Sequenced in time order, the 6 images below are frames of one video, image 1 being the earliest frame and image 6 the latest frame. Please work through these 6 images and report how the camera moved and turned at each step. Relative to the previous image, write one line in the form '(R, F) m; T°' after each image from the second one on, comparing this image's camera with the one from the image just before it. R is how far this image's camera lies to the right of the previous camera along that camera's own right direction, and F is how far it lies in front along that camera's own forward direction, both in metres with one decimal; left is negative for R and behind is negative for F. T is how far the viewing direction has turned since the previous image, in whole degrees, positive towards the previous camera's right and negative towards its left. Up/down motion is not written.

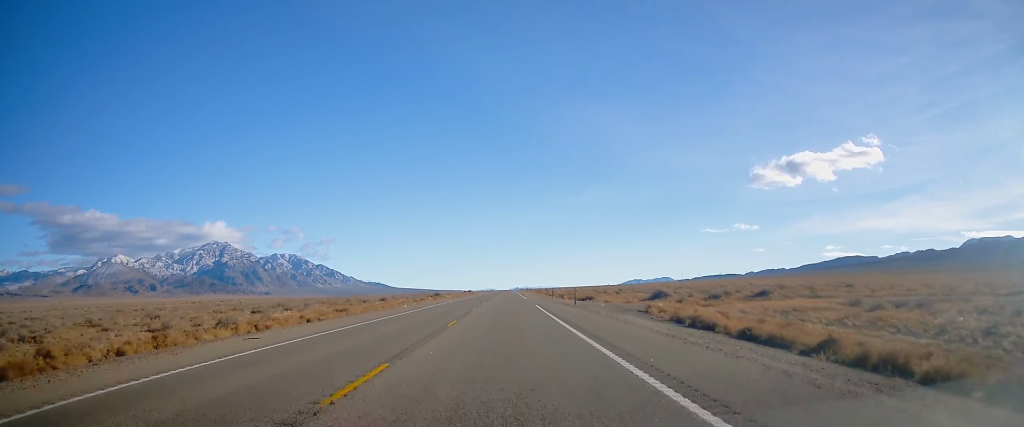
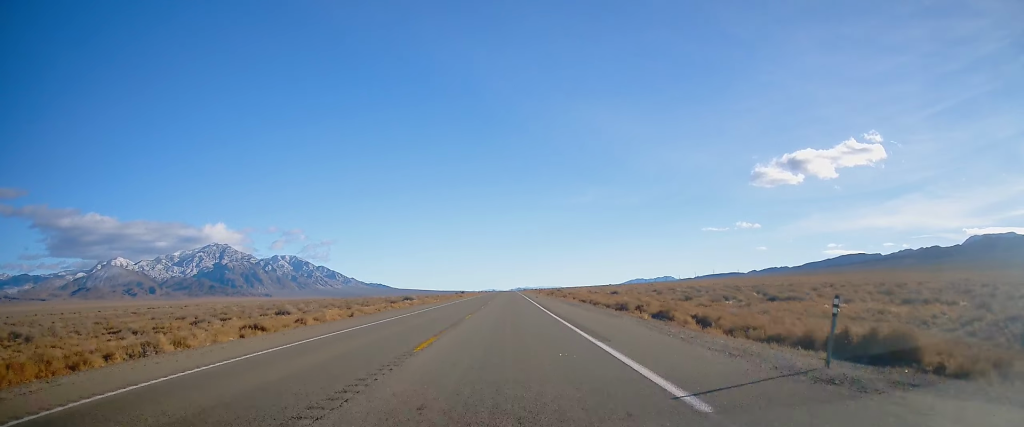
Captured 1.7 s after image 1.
(-0.2, +56.1) m; 0°
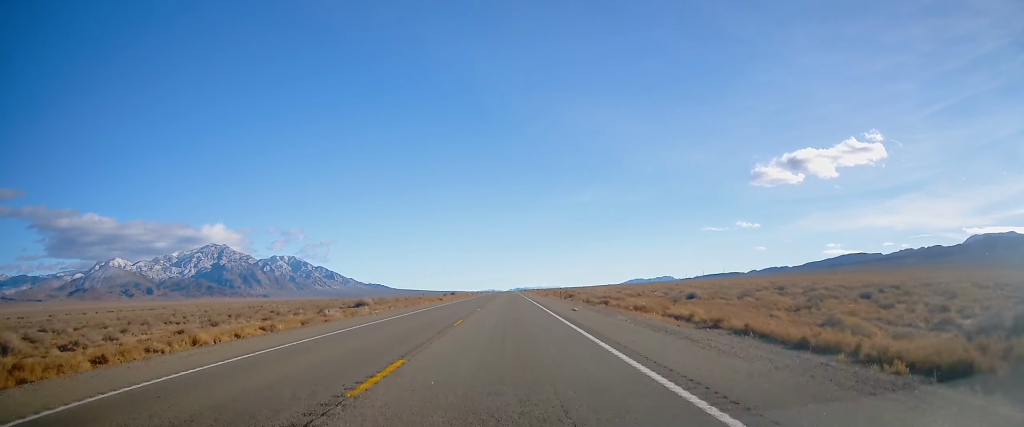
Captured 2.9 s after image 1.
(+0.1, +42.0) m; -1°
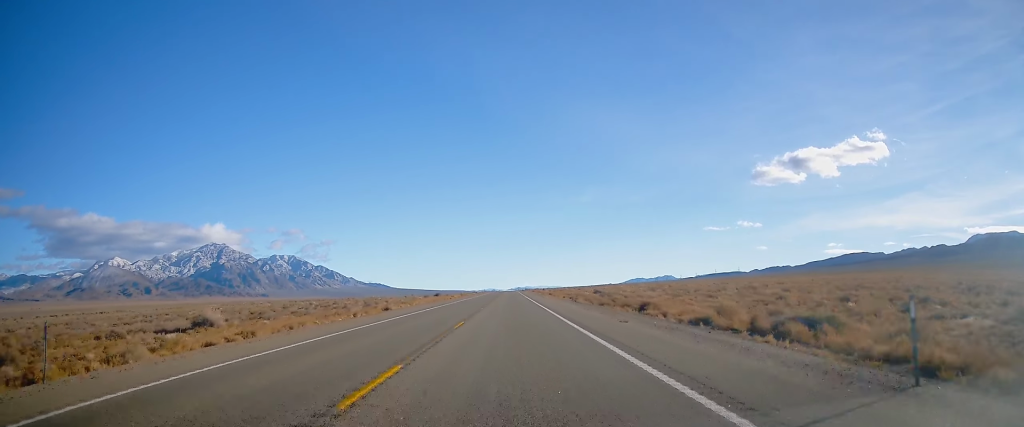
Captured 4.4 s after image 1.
(-0.2, +49.4) m; 0°
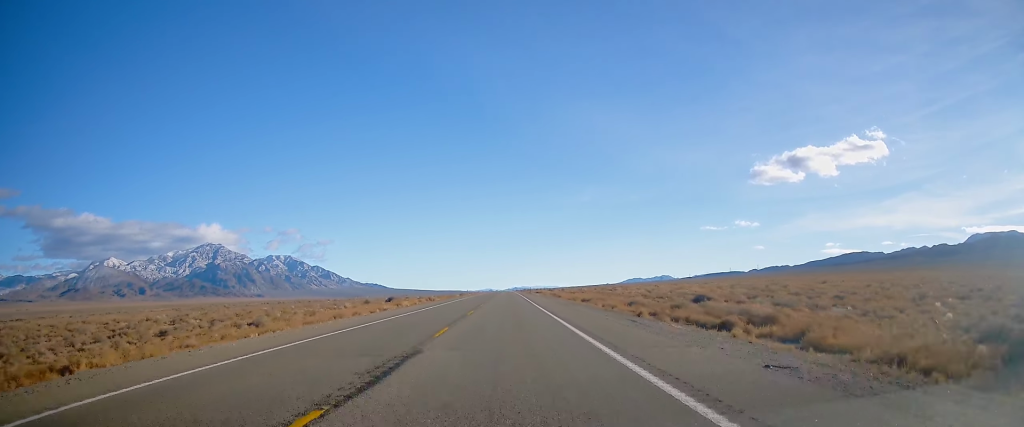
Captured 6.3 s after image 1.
(+0.5, +64.2) m; 0°
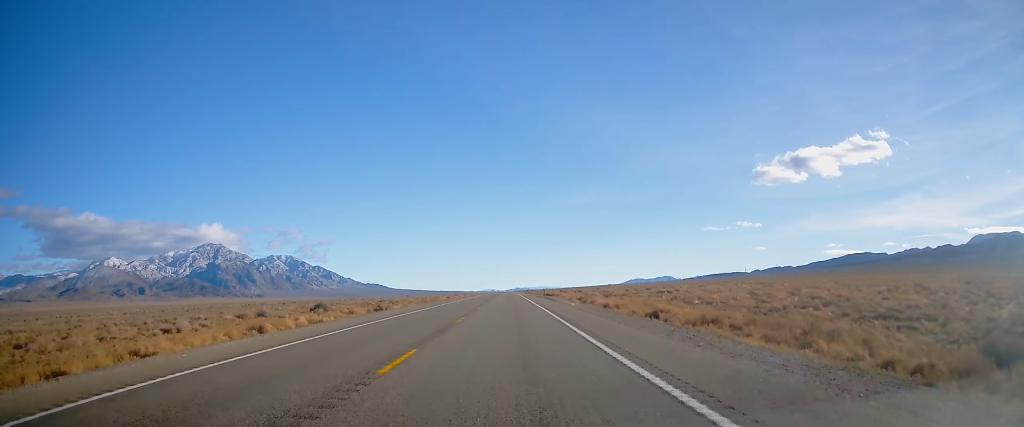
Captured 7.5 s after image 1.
(-0.5, +42.8) m; 0°
